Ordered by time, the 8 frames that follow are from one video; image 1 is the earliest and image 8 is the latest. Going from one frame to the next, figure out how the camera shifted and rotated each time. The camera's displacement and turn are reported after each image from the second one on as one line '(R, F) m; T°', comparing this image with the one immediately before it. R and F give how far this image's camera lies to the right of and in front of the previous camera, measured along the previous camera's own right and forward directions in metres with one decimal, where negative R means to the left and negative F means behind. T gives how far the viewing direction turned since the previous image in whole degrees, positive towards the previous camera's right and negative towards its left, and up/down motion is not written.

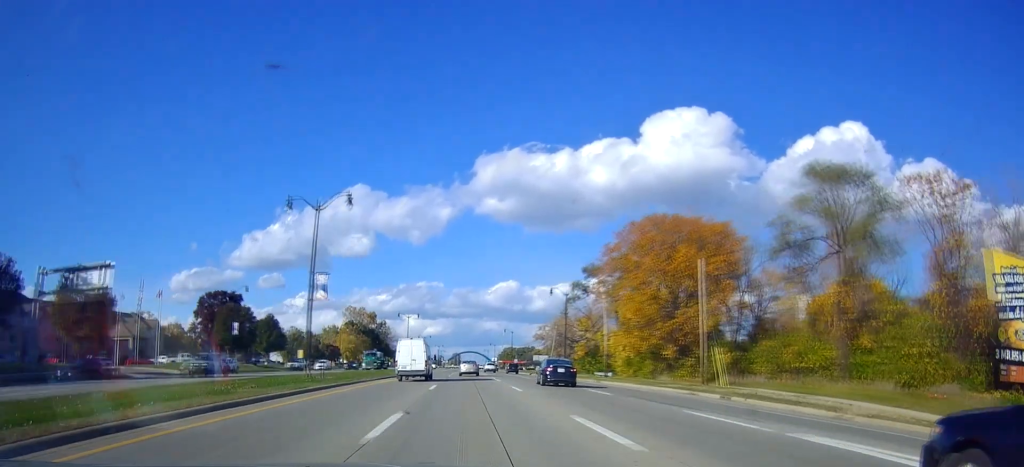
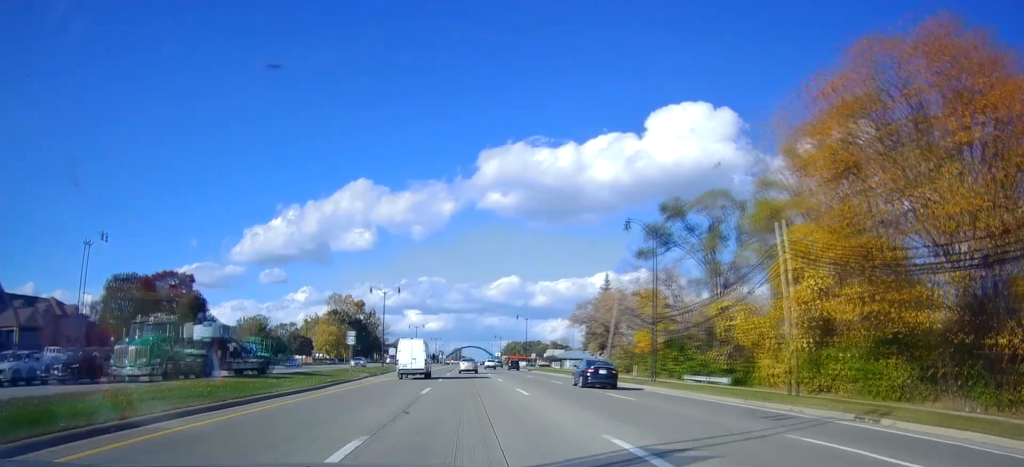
(-1.1, +33.3) m; -2°
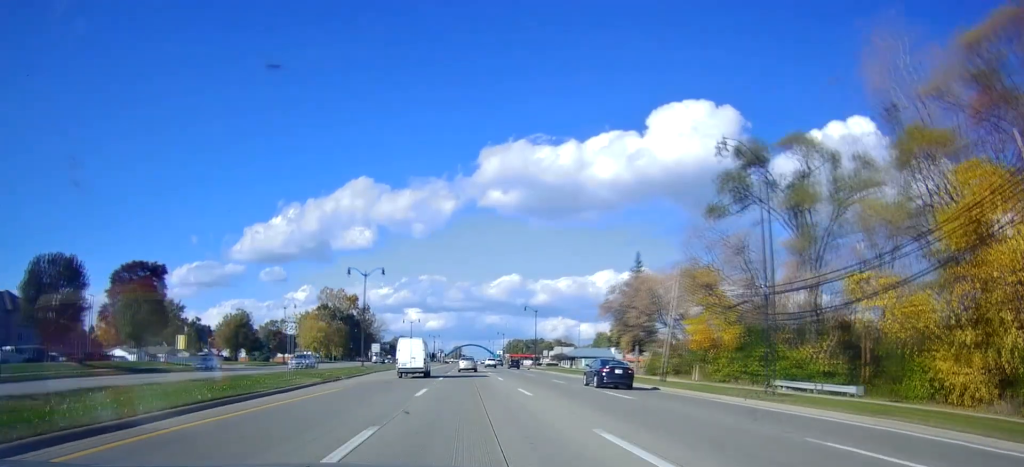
(0.0, +15.1) m; +1°
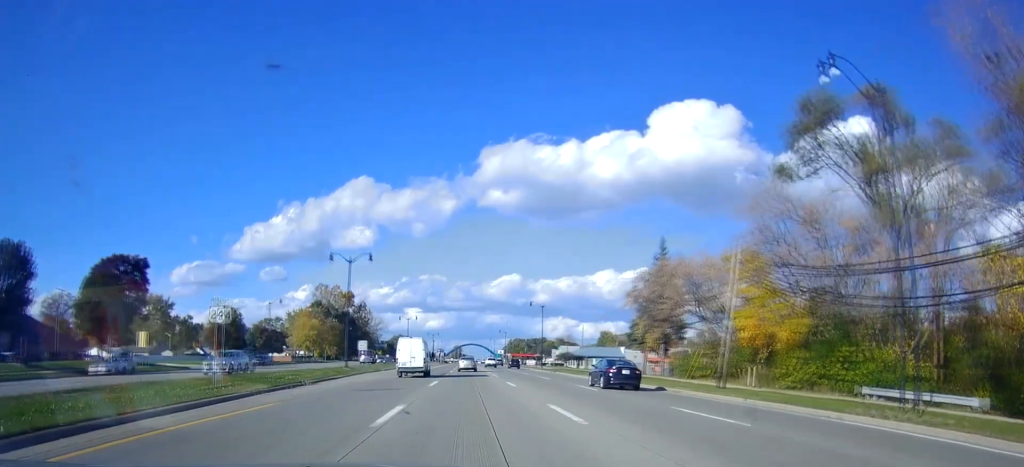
(+0.2, +8.7) m; 0°
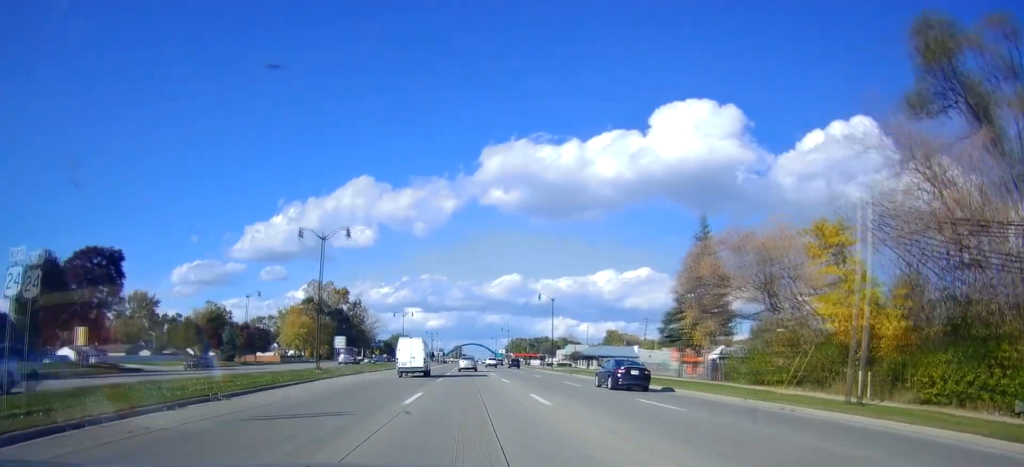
(+0.1, +10.8) m; 0°
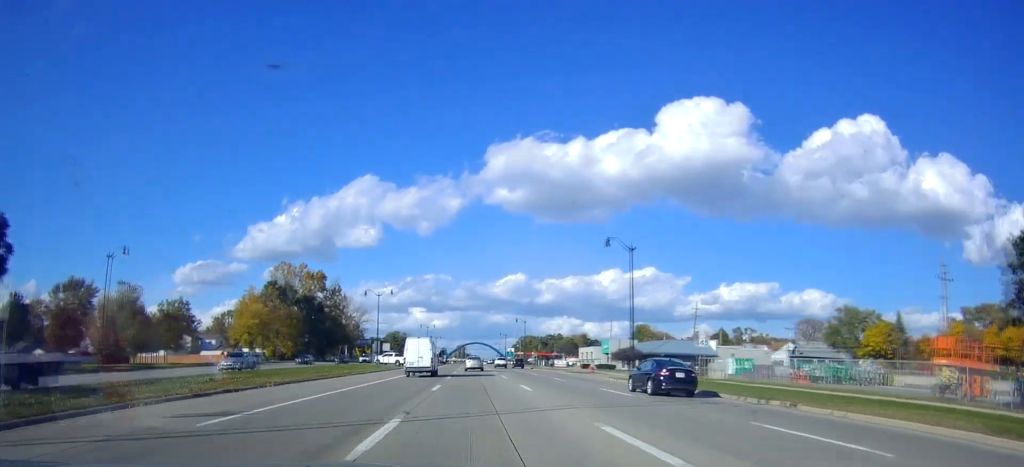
(-0.4, +39.3) m; +2°
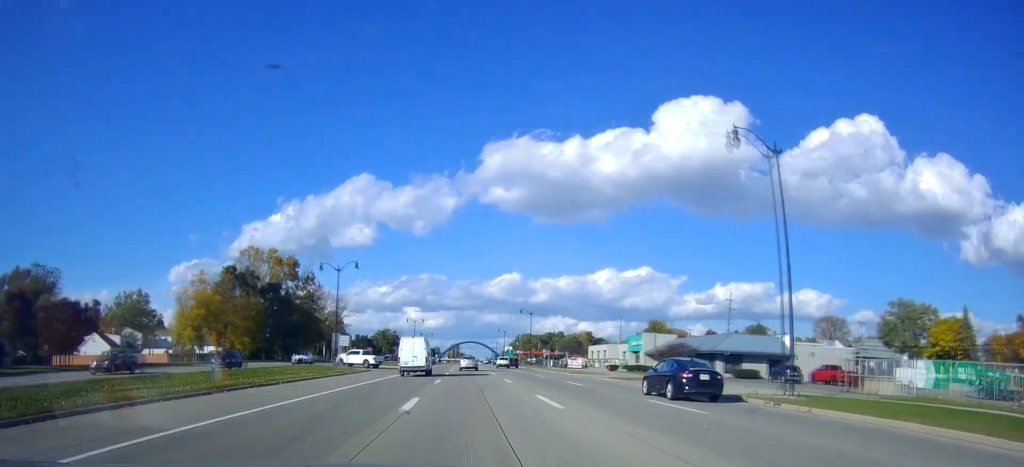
(+0.7, +23.6) m; 0°
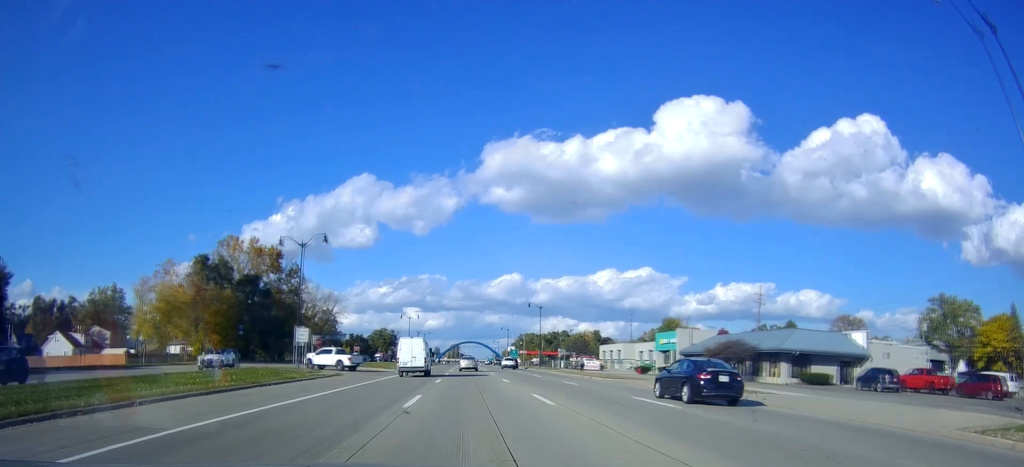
(-0.2, +13.9) m; -1°
